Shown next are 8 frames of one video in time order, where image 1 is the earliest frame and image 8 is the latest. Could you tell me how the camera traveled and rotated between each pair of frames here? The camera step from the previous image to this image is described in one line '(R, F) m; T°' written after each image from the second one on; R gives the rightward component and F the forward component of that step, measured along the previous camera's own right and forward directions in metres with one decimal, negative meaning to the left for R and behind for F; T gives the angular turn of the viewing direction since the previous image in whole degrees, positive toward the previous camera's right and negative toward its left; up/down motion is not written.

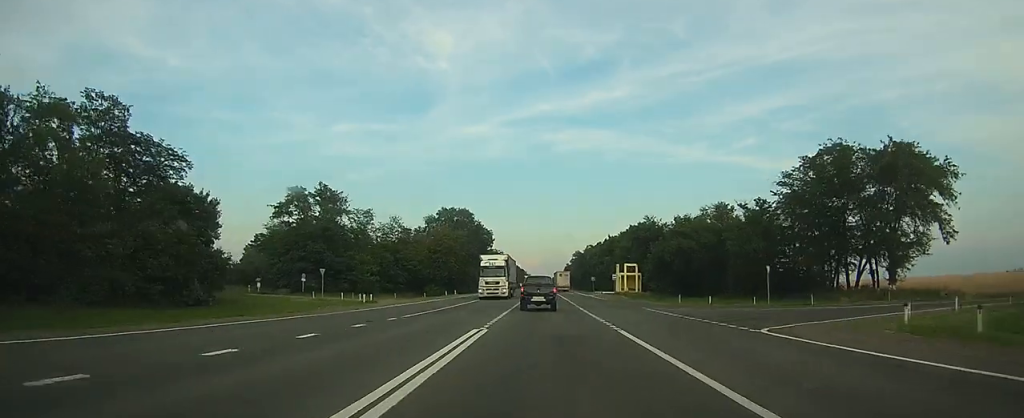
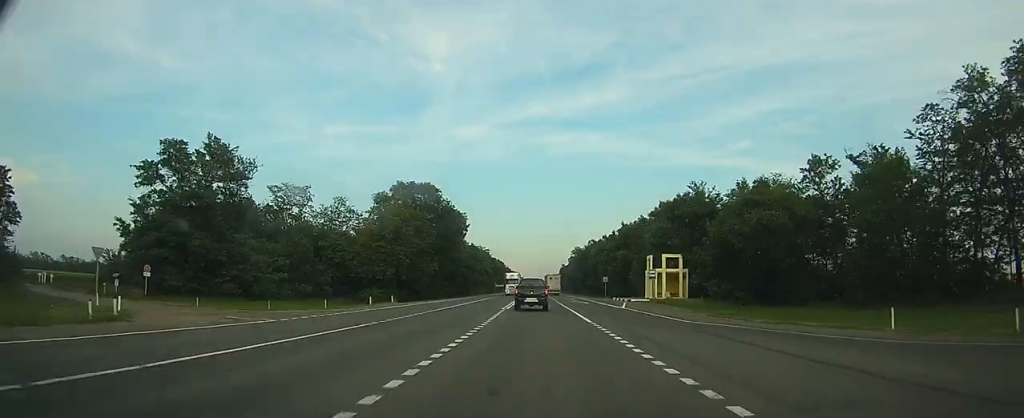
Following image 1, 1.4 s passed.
(0.0, +33.0) m; 0°
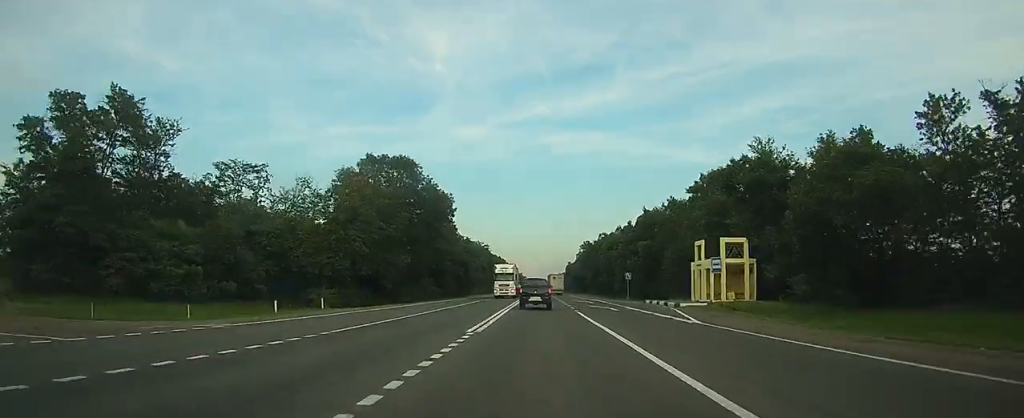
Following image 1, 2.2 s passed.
(0.0, +18.0) m; 0°
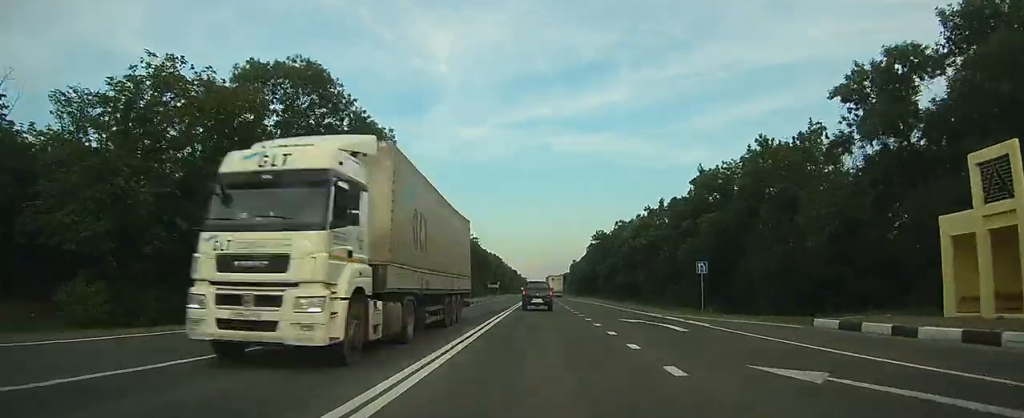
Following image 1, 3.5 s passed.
(+0.1, +30.5) m; 0°
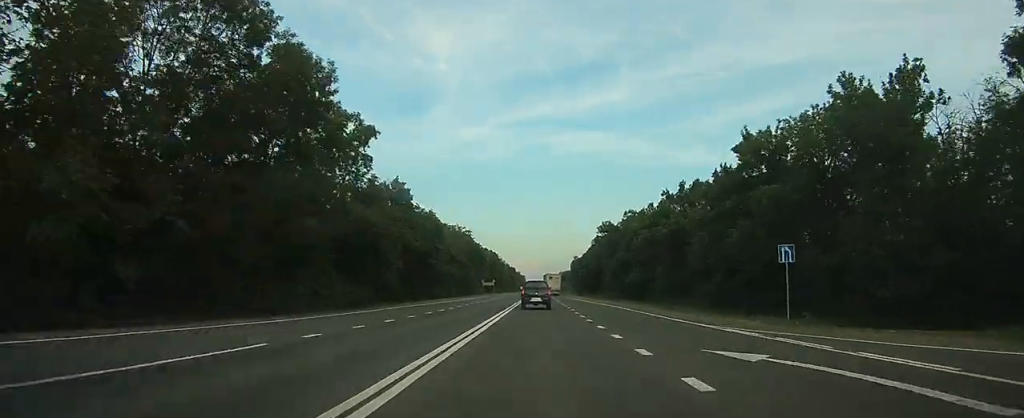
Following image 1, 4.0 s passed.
(0.0, +13.1) m; 0°
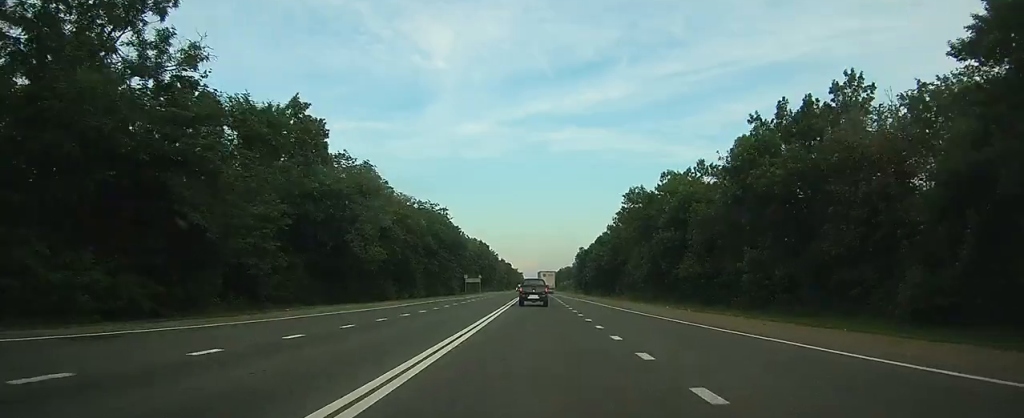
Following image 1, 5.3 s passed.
(0.0, +32.1) m; 0°
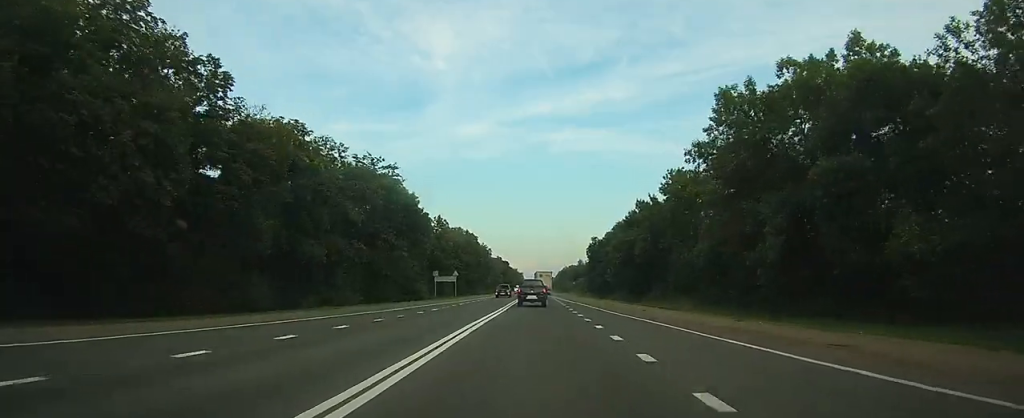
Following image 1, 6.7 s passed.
(+0.1, +35.8) m; 0°
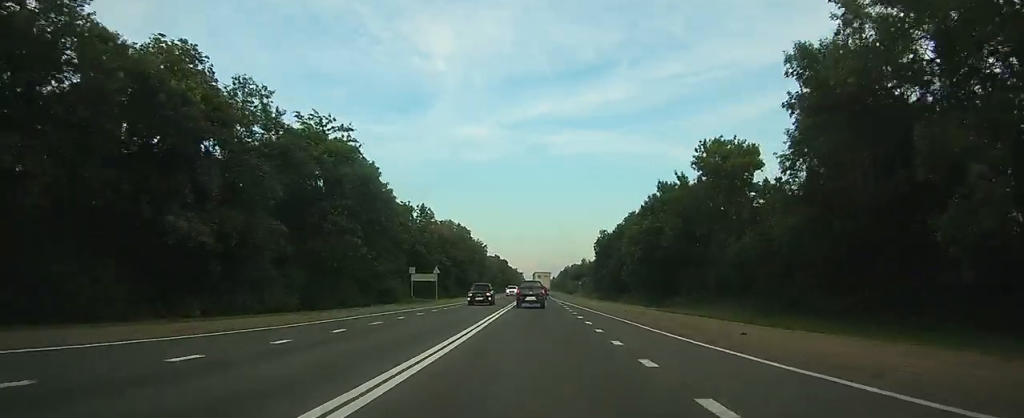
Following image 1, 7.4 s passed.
(0.0, +15.9) m; 0°
